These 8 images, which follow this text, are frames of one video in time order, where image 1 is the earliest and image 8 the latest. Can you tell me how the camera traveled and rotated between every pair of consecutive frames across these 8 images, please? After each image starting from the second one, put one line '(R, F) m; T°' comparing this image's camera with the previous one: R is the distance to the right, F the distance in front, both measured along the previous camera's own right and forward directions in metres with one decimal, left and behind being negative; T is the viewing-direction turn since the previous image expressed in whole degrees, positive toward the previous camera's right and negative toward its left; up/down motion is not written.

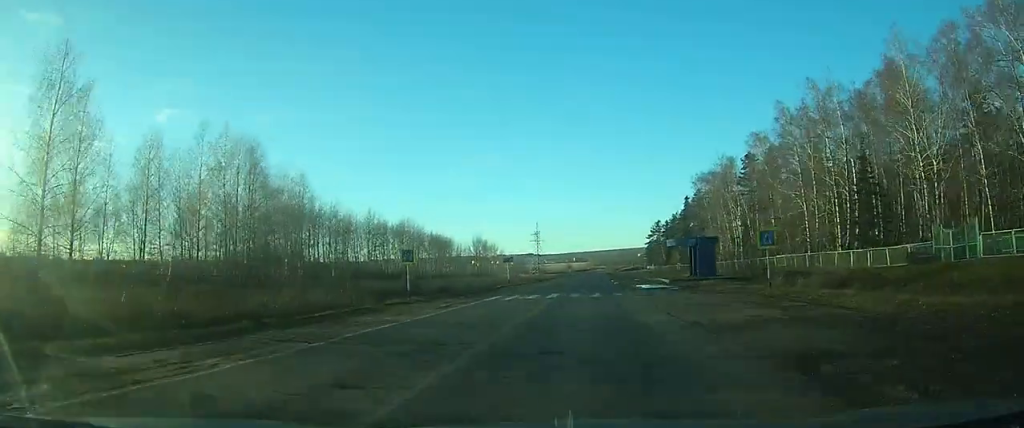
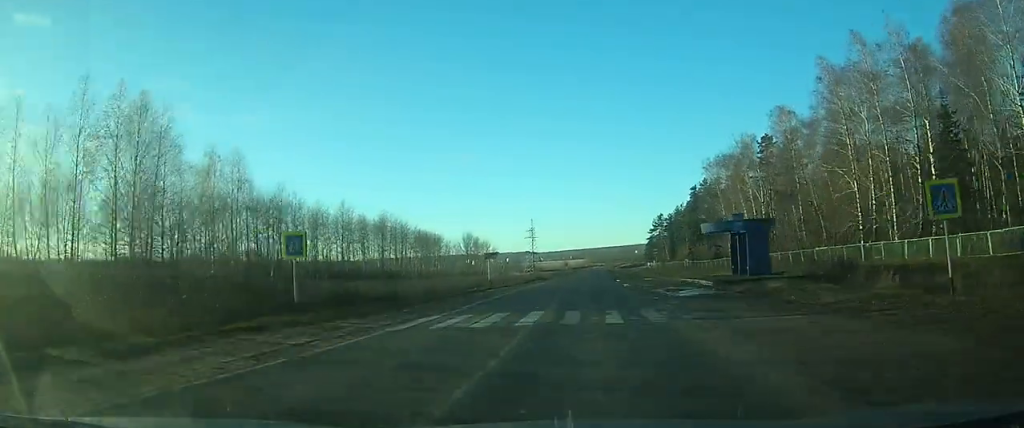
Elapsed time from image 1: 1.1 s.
(+0.6, +12.5) m; +4°
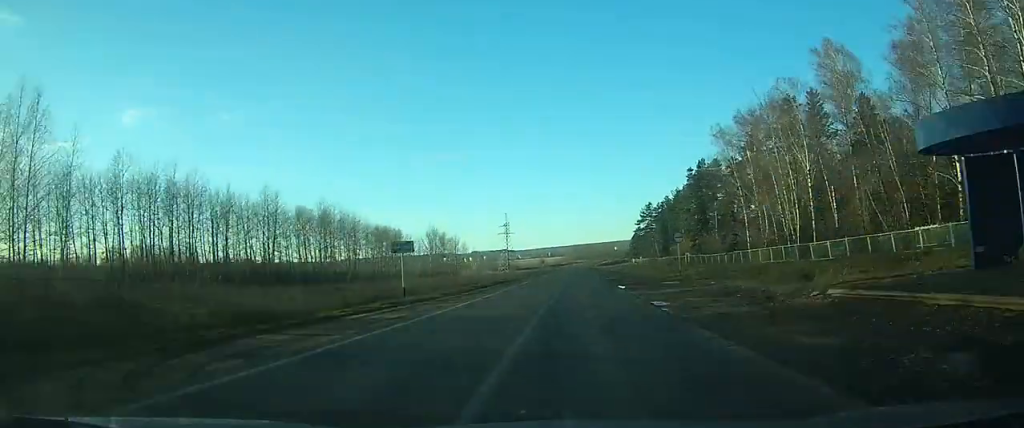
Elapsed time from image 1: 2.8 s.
(+0.6, +21.2) m; +2°
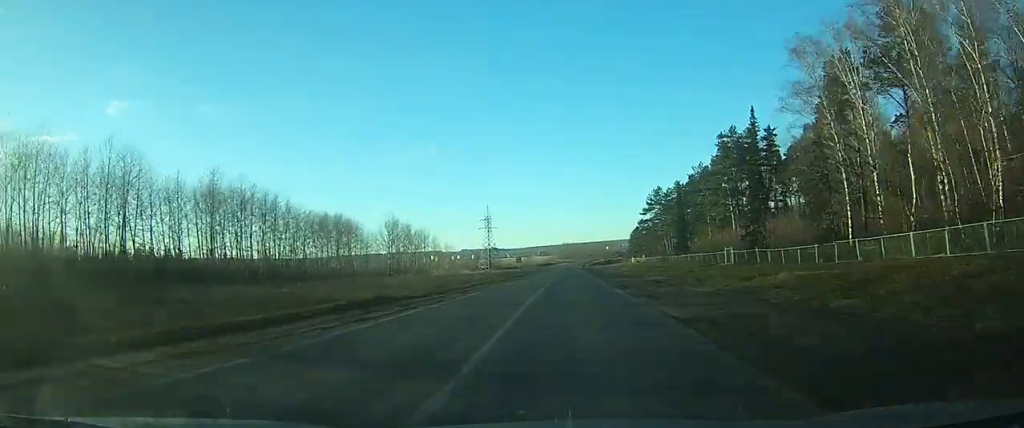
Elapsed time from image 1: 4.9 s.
(+0.4, +32.0) m; +1°
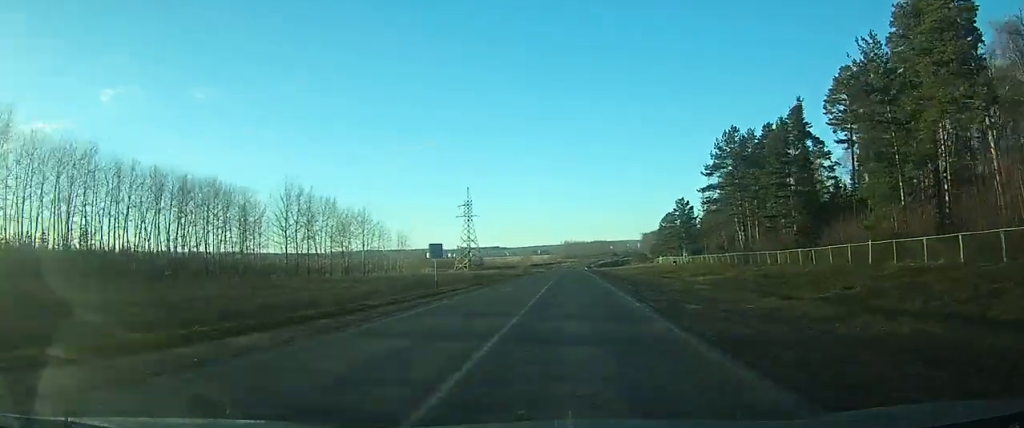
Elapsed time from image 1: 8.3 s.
(+0.1, +62.0) m; 0°
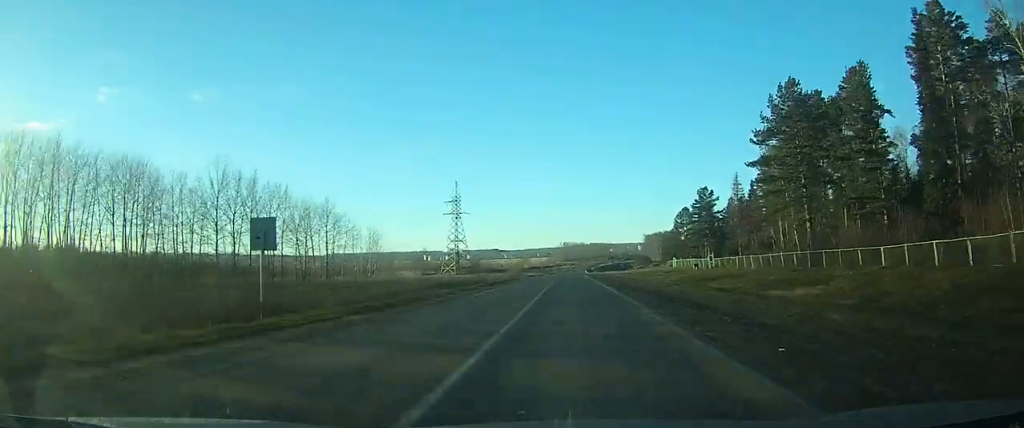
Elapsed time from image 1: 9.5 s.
(0.0, +21.1) m; -2°
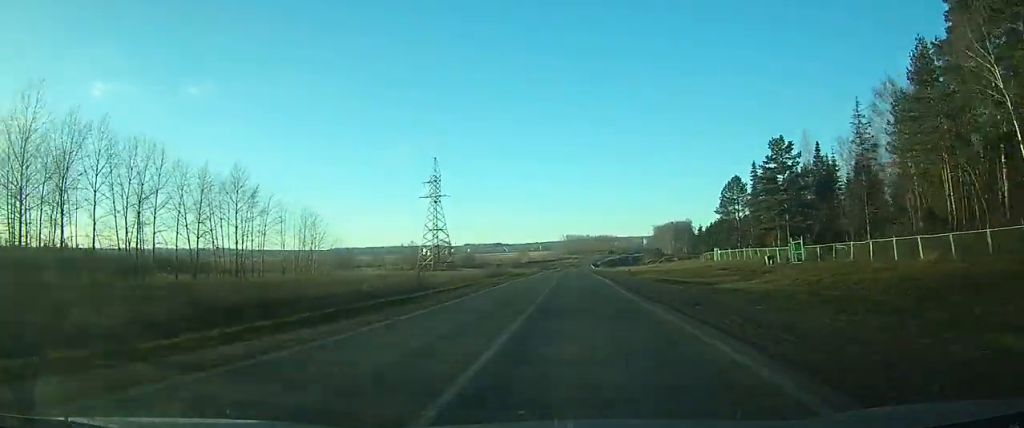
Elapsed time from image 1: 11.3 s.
(-1.0, +34.2) m; -4°
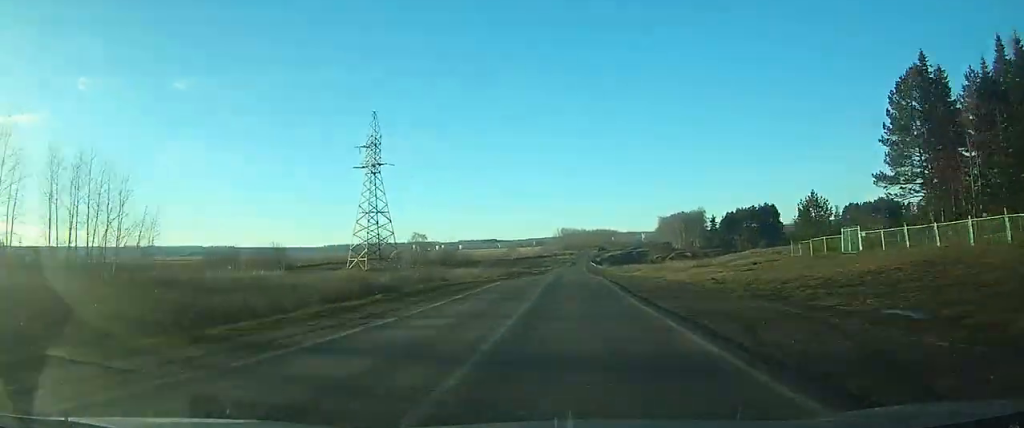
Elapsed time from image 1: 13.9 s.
(+2.2, +45.1) m; +10°
